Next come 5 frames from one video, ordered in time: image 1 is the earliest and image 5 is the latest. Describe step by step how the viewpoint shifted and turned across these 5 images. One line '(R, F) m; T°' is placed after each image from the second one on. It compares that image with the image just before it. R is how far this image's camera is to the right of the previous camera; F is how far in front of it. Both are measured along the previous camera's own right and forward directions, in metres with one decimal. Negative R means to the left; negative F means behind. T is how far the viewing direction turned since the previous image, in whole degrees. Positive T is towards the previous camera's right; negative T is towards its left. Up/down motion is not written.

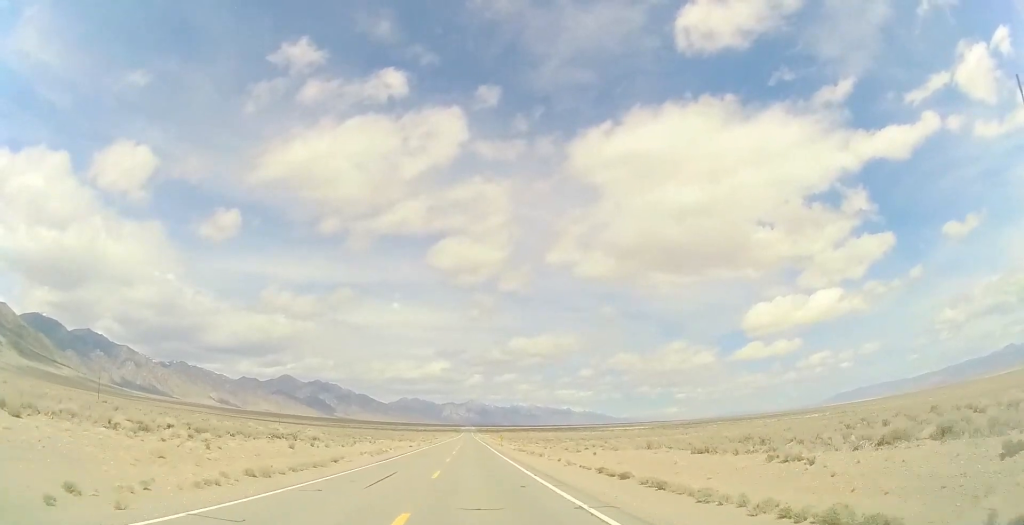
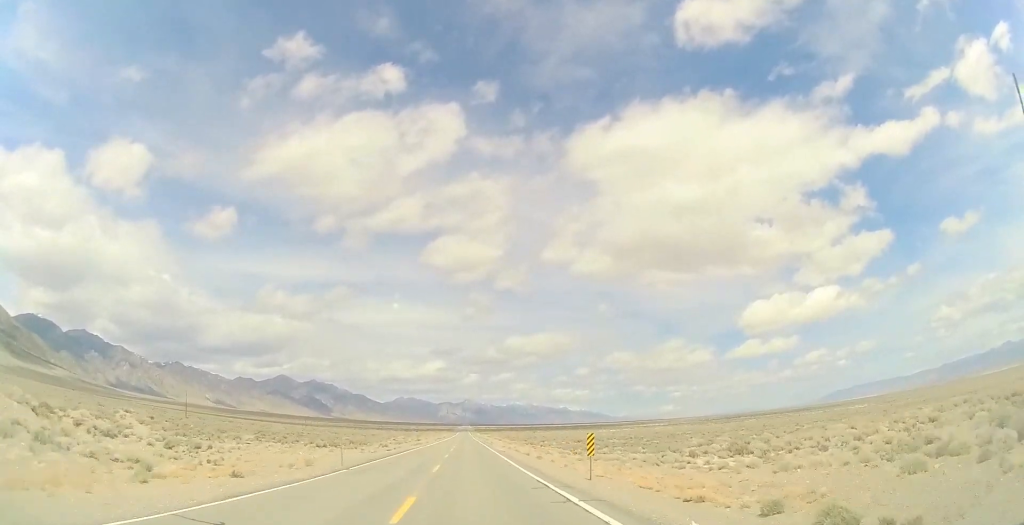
(+0.6, +58.4) m; +1°
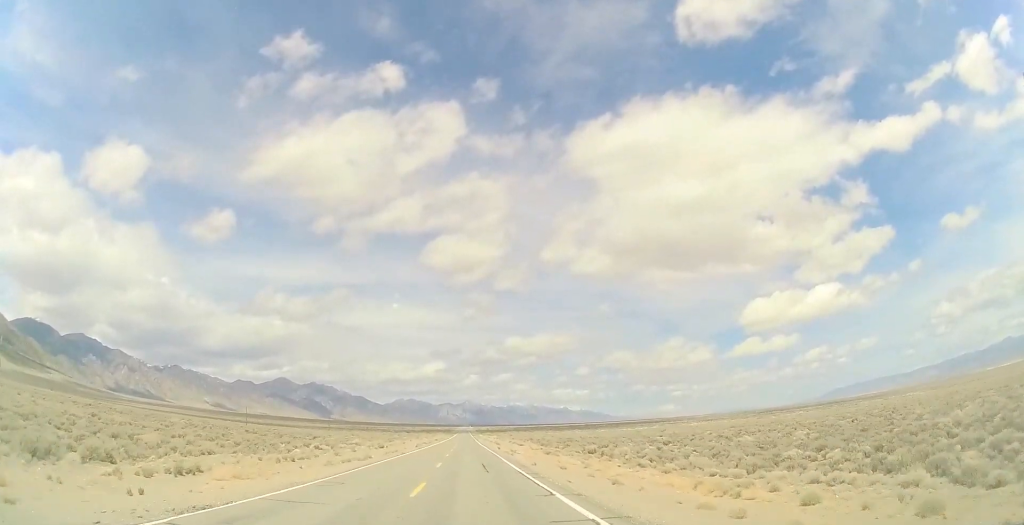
(0.0, +56.4) m; 0°
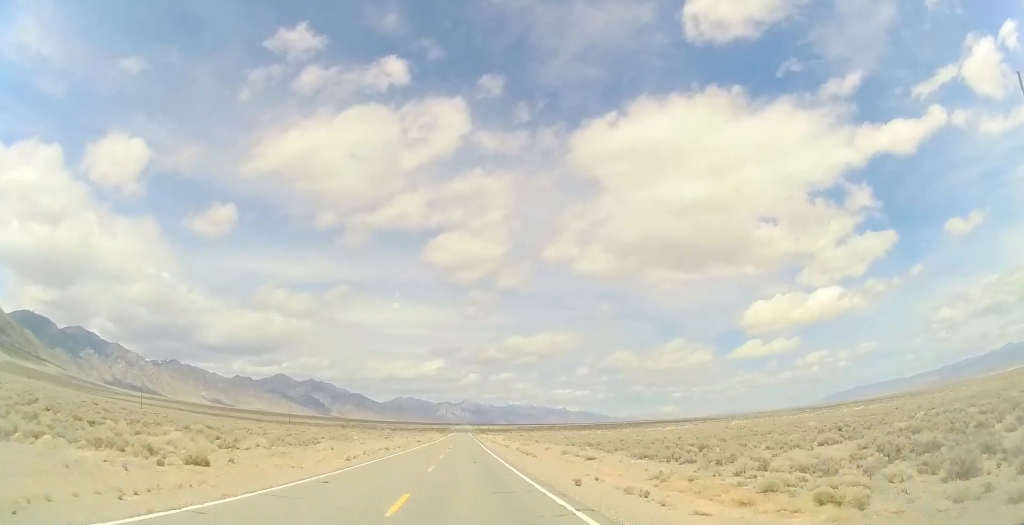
(0.0, +52.0) m; -1°
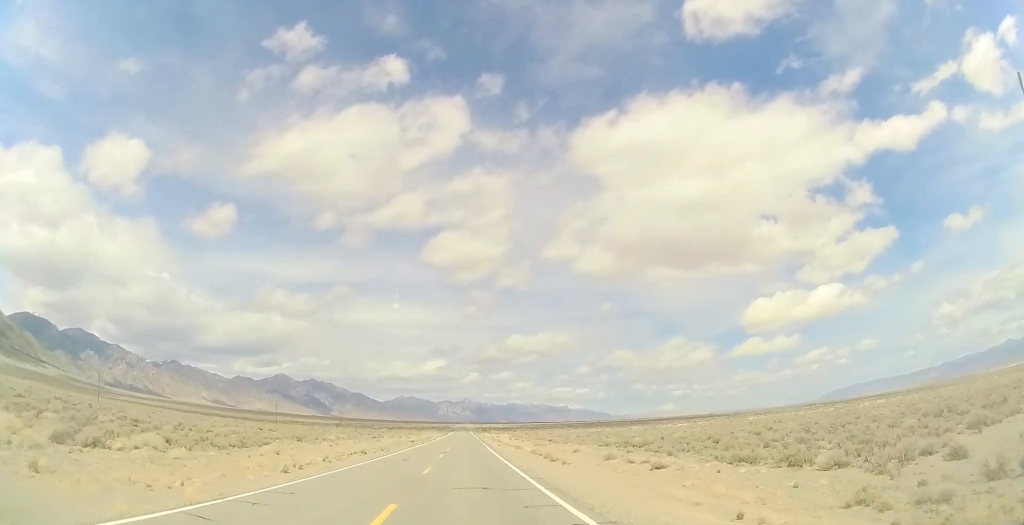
(-0.1, +14.3) m; 0°
